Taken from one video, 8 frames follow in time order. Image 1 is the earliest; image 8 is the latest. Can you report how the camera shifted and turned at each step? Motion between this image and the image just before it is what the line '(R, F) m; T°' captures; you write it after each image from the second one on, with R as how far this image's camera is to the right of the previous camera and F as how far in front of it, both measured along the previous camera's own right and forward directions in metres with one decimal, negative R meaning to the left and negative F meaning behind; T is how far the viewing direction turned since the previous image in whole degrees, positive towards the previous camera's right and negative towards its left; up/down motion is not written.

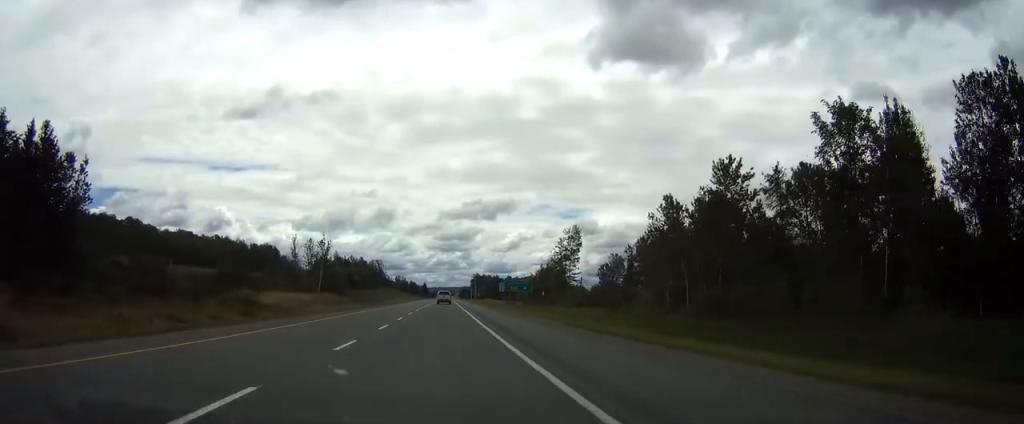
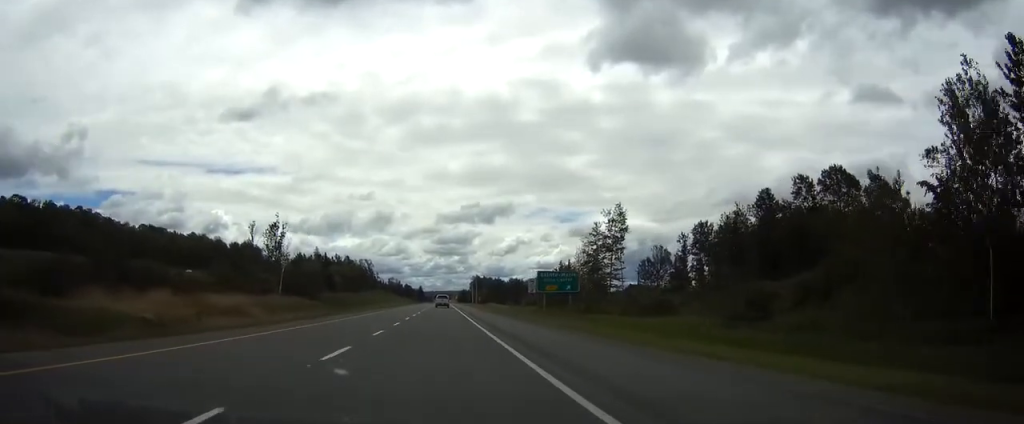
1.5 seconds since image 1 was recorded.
(+0.1, +46.5) m; 0°
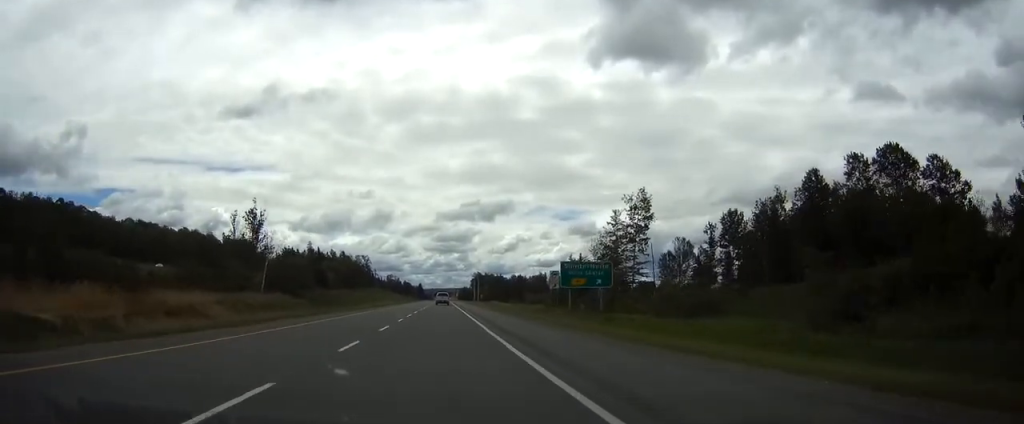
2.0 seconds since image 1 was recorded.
(0.0, +15.8) m; 0°
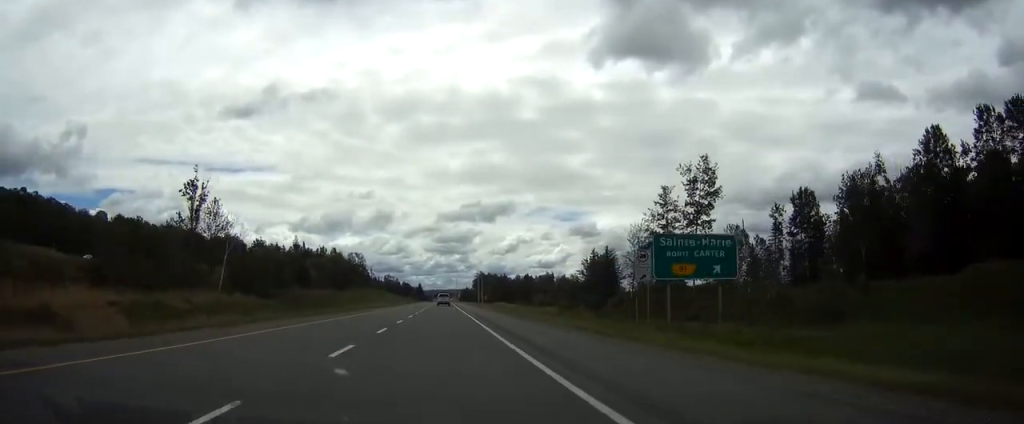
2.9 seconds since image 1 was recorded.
(0.0, +28.3) m; 0°
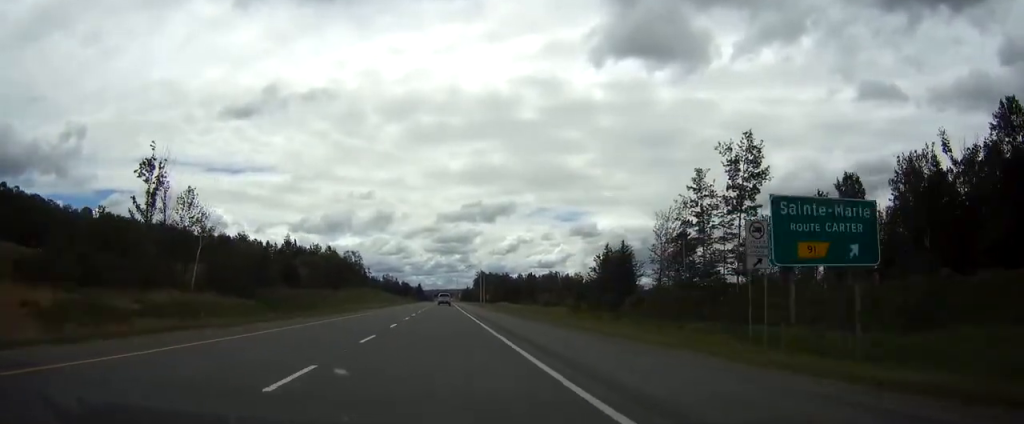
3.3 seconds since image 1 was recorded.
(0.0, +13.6) m; 0°
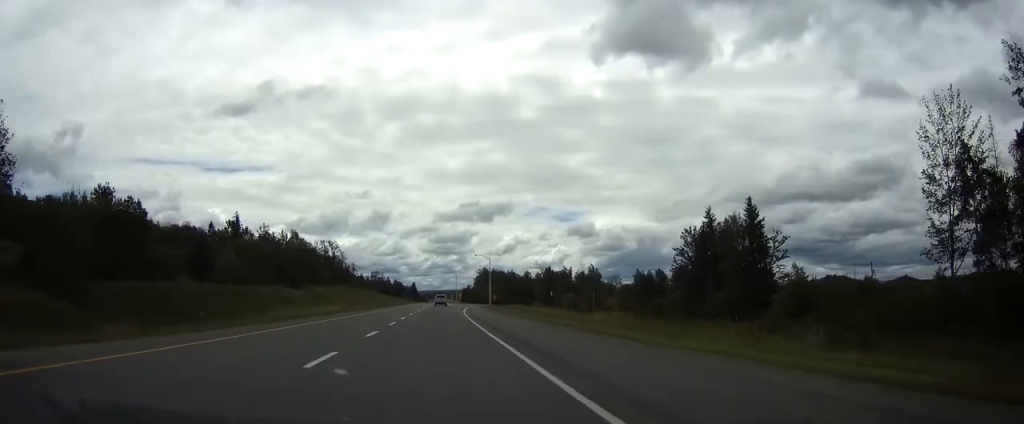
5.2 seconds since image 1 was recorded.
(+0.1, +59.7) m; 0°
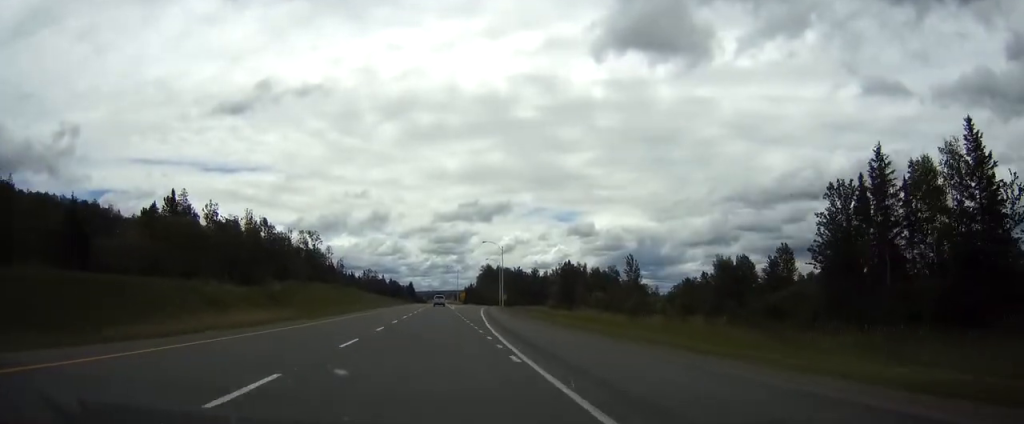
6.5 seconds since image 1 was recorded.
(0.0, +39.8) m; 0°
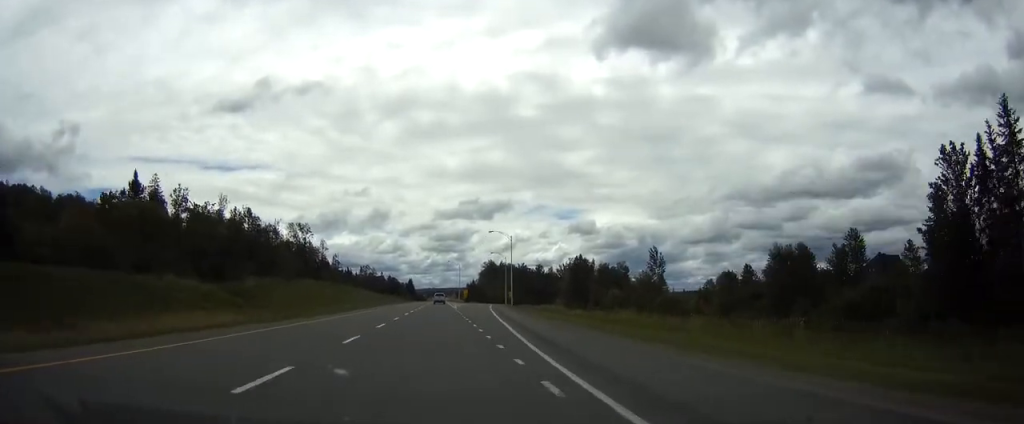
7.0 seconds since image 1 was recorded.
(0.0, +16.7) m; 0°
